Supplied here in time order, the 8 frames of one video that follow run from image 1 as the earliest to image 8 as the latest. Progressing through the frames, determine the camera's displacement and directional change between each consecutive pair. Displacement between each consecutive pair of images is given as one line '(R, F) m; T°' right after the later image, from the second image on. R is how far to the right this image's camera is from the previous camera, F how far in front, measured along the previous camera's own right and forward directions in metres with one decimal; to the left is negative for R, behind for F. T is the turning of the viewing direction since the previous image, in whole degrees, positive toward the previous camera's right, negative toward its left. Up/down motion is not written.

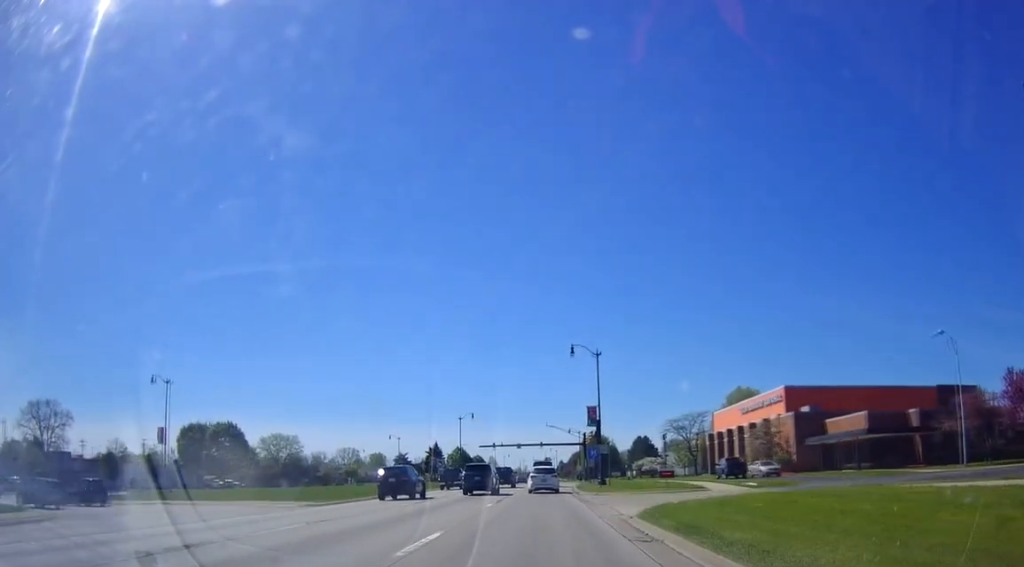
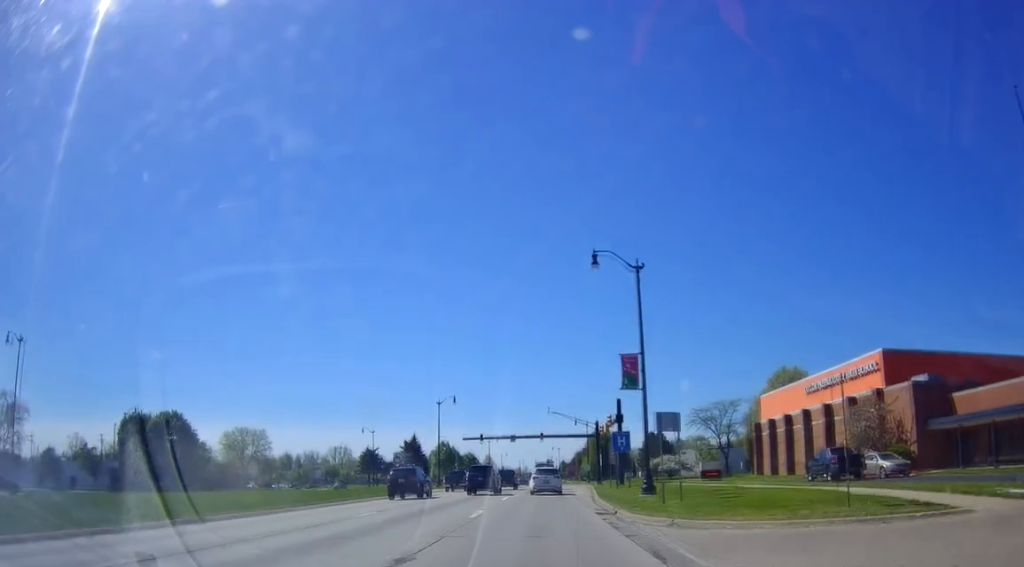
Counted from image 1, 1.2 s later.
(-0.5, +22.0) m; +1°
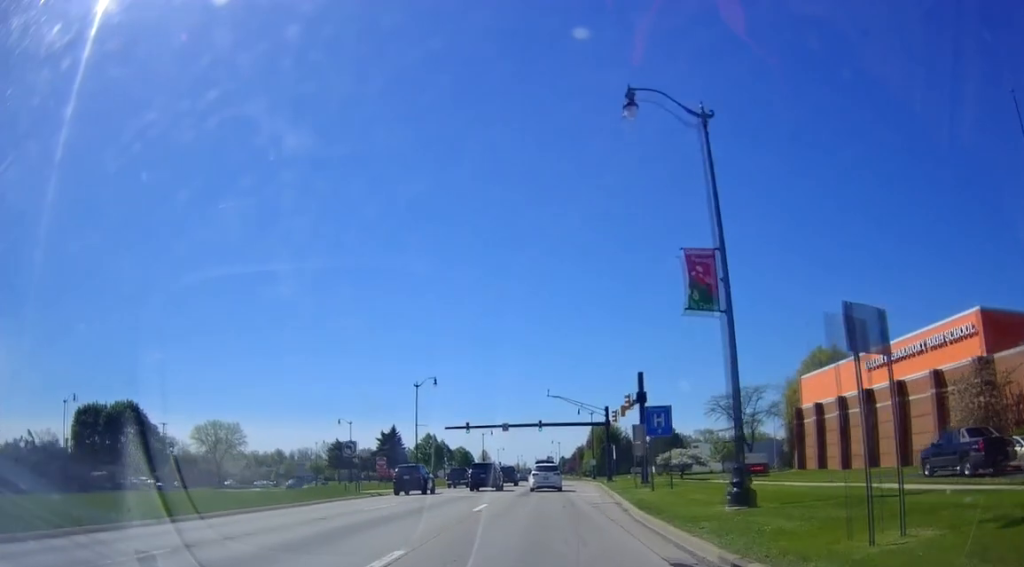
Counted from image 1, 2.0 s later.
(+0.4, +13.7) m; +1°
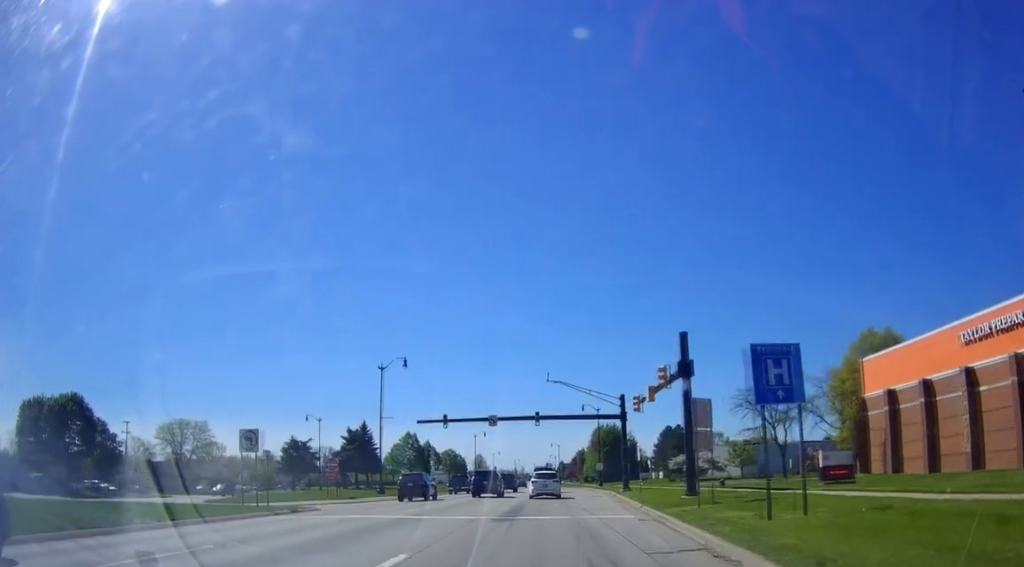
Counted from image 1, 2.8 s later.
(+0.1, +14.4) m; -2°
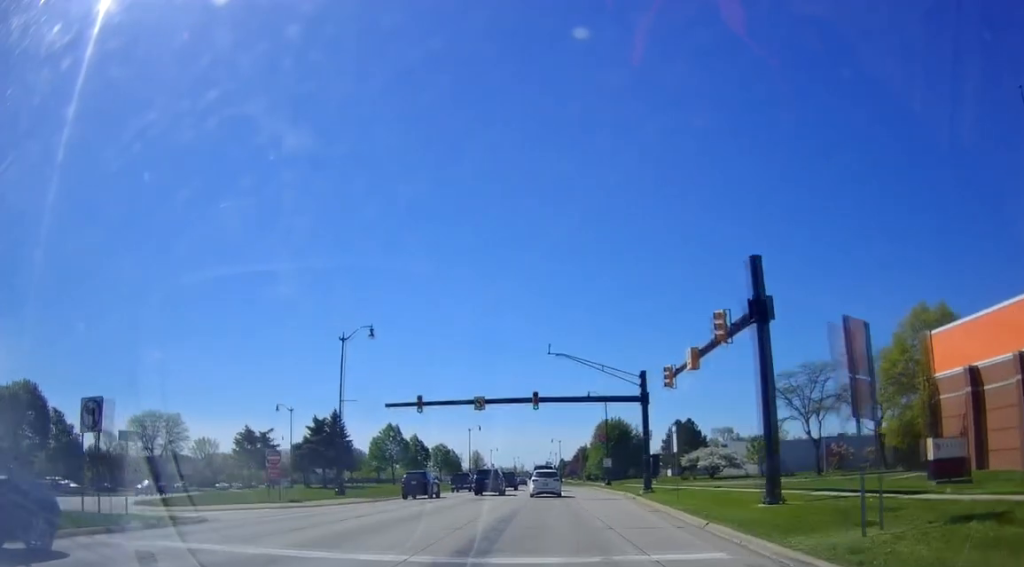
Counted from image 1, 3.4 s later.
(-0.4, +10.7) m; 0°
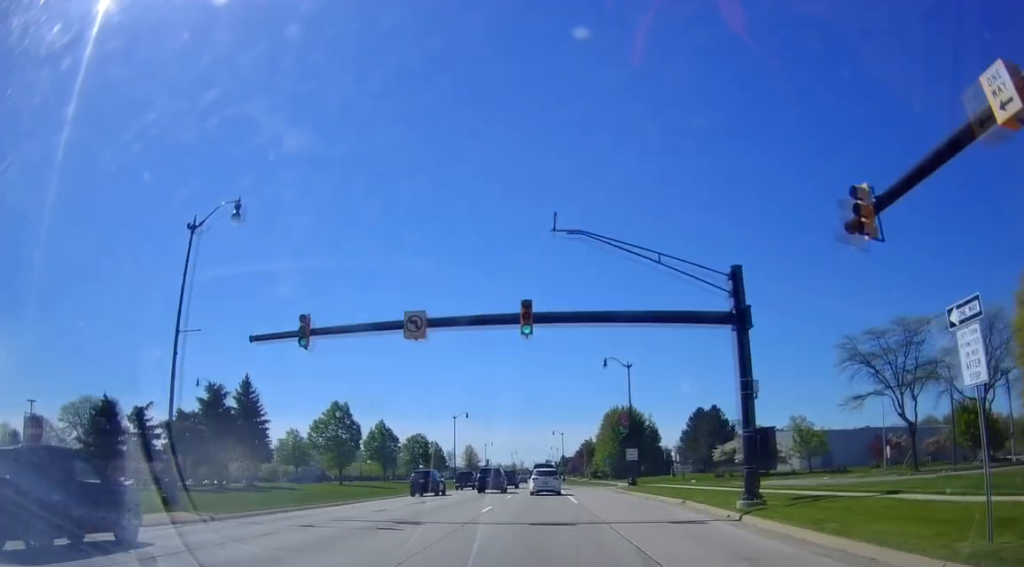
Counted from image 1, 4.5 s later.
(+0.1, +20.3) m; +2°
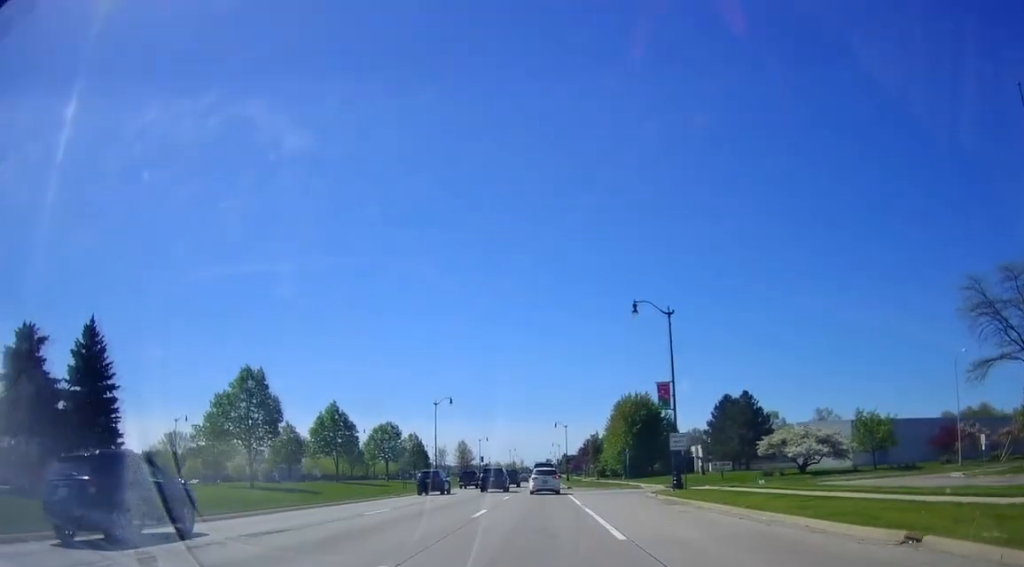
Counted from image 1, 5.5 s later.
(+0.3, +18.3) m; 0°
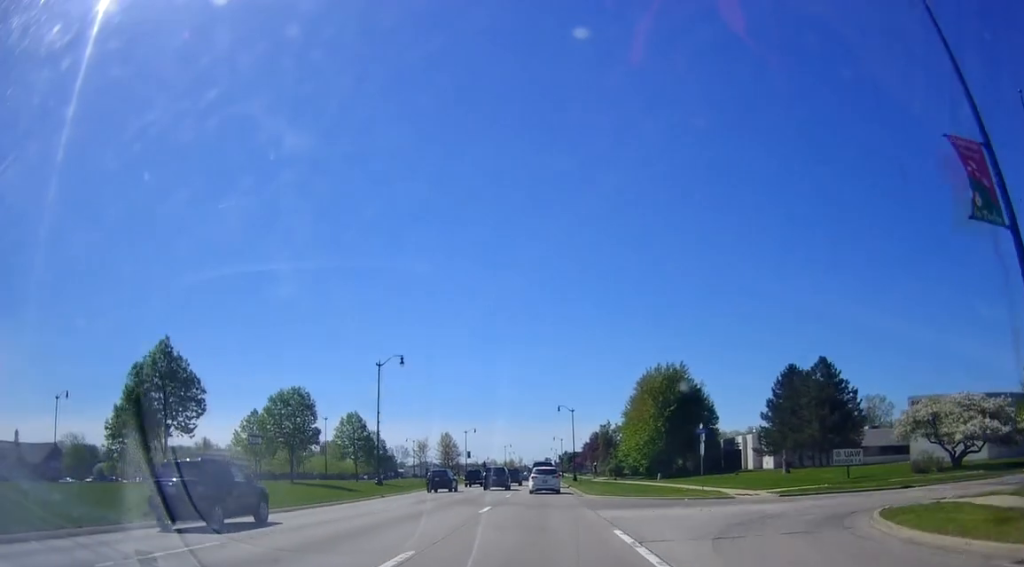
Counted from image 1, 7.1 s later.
(-0.4, +28.8) m; -1°
